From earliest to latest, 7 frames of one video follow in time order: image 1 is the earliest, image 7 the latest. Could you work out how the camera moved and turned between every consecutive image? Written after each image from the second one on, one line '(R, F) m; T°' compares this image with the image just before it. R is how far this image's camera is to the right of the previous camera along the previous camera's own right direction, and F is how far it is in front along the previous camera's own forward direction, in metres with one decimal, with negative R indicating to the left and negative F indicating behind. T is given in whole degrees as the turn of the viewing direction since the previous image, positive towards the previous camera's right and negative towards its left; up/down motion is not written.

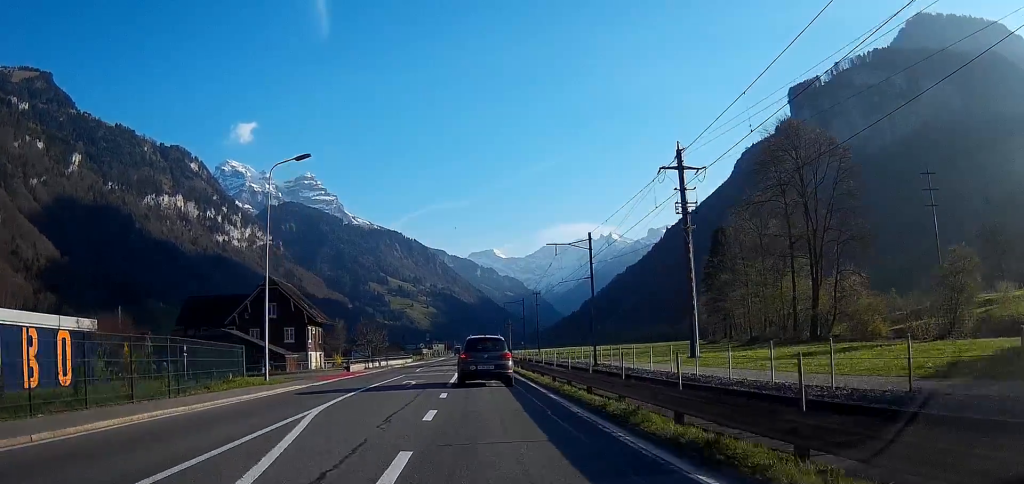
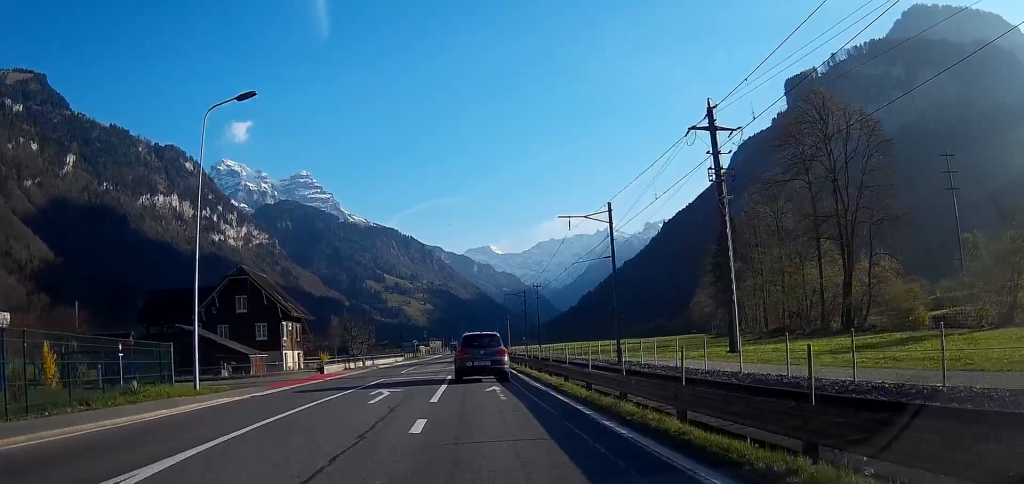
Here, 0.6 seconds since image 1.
(+0.1, +8.3) m; 0°
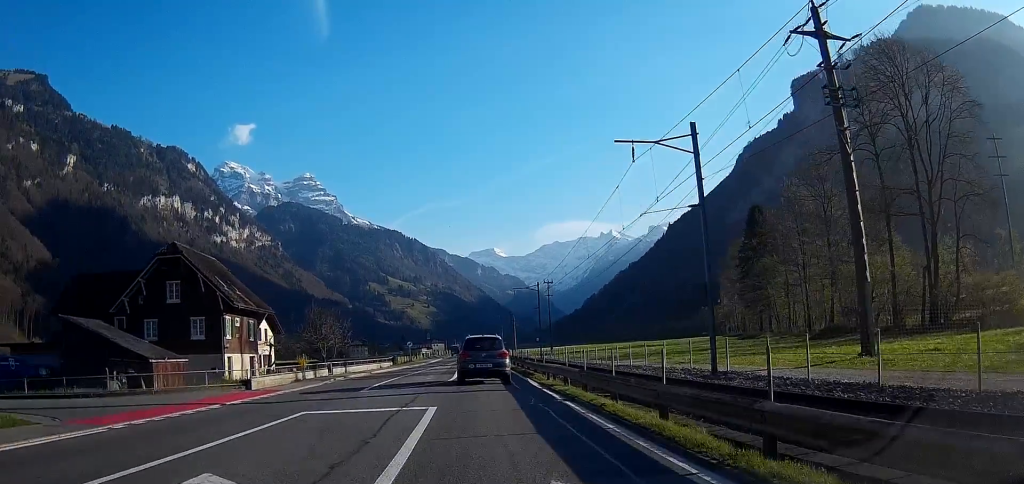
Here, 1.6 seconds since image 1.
(+0.1, +15.0) m; 0°
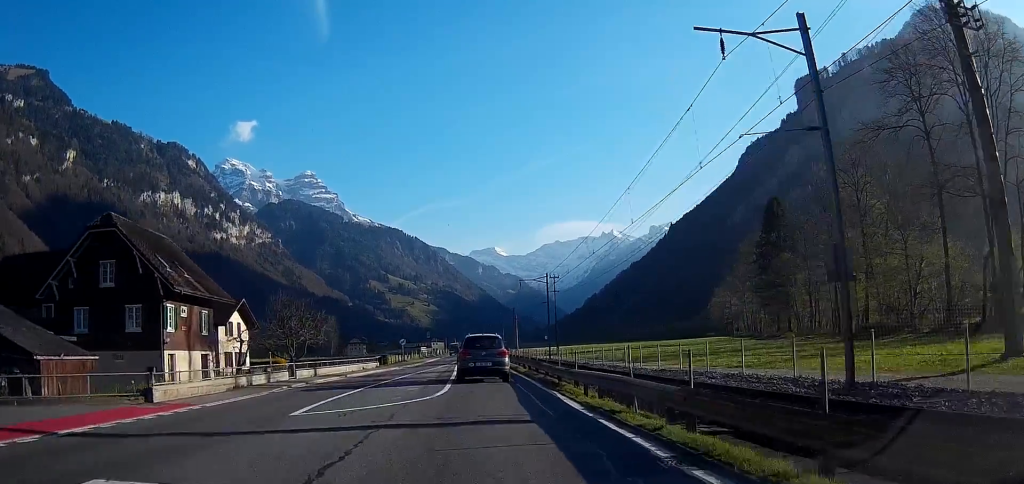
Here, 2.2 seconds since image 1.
(0.0, +9.3) m; 0°
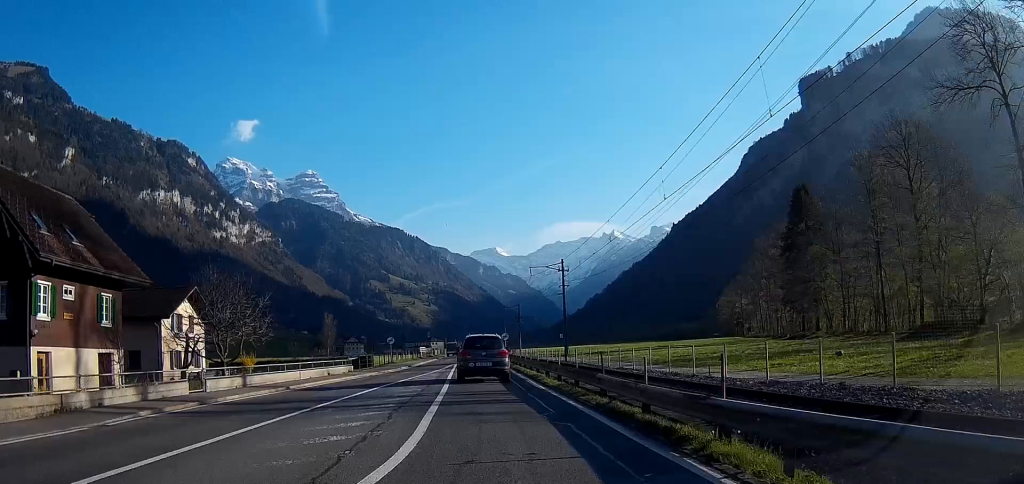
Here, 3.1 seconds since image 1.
(0.0, +12.4) m; 0°
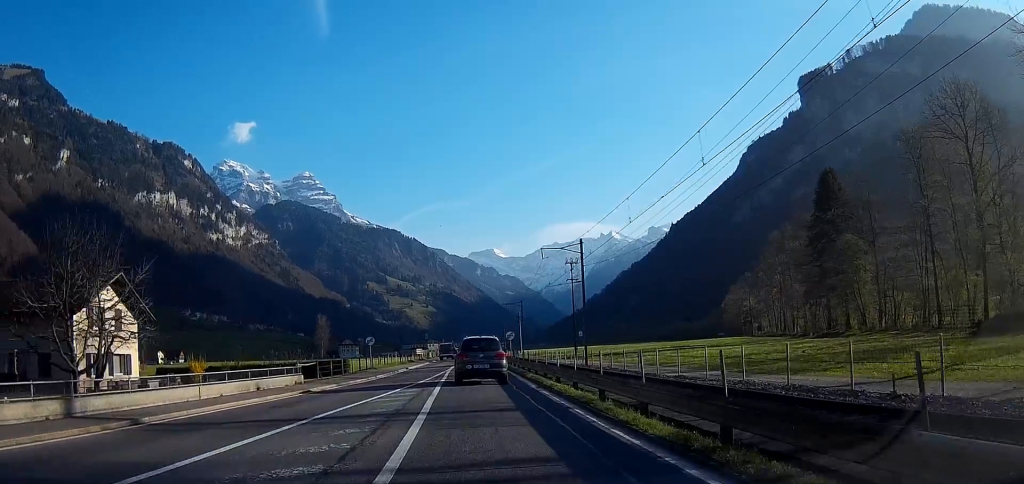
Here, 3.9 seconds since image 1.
(0.0, +12.4) m; 0°
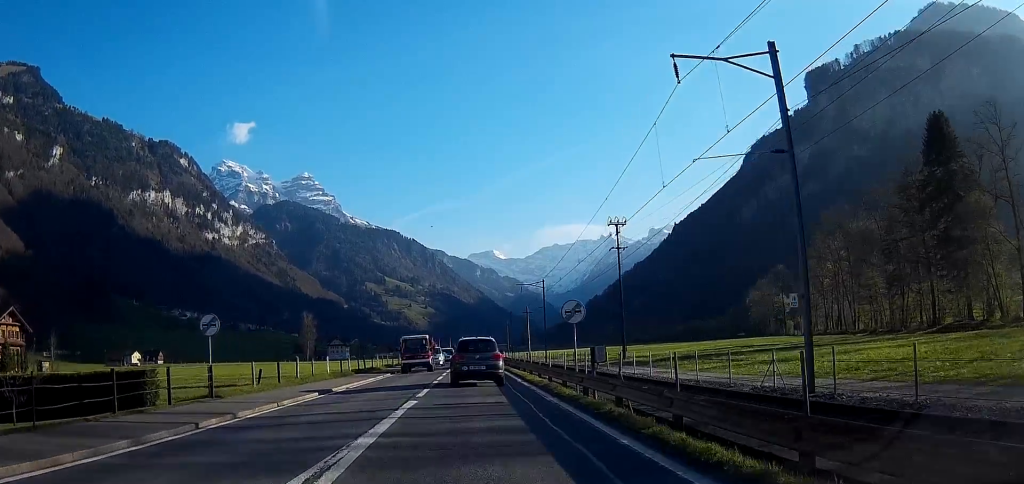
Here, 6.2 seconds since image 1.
(0.0, +34.6) m; 0°
